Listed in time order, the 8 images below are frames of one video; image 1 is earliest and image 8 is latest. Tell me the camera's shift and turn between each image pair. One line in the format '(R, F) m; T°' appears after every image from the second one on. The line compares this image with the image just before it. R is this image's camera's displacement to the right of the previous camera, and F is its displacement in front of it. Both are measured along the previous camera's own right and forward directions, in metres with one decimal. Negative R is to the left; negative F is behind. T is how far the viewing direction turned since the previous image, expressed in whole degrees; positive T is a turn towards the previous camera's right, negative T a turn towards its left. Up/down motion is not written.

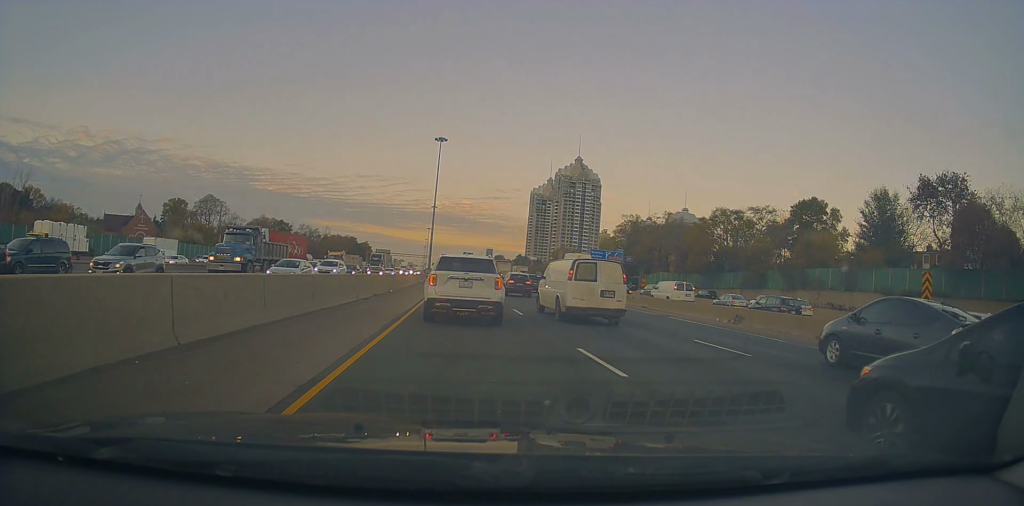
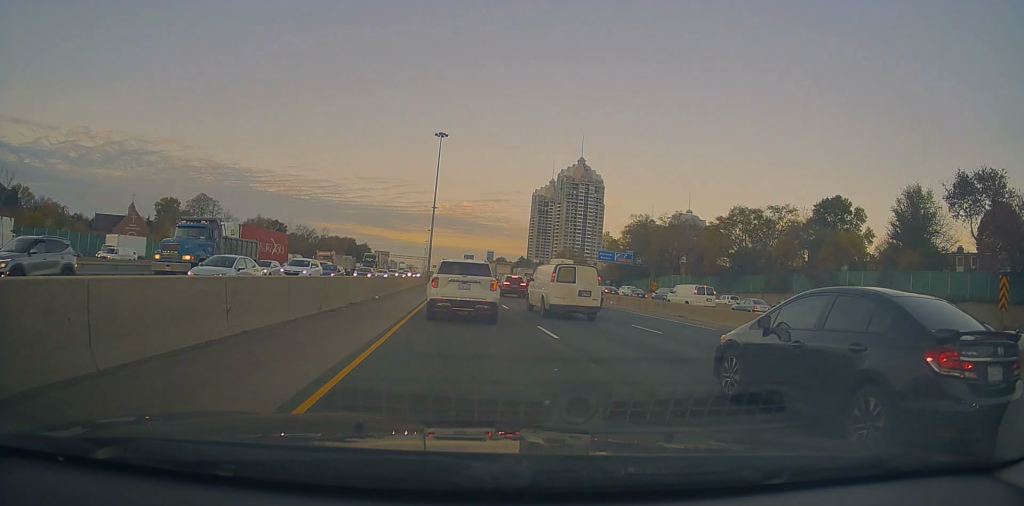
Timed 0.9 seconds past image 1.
(-0.2, +6.7) m; -1°
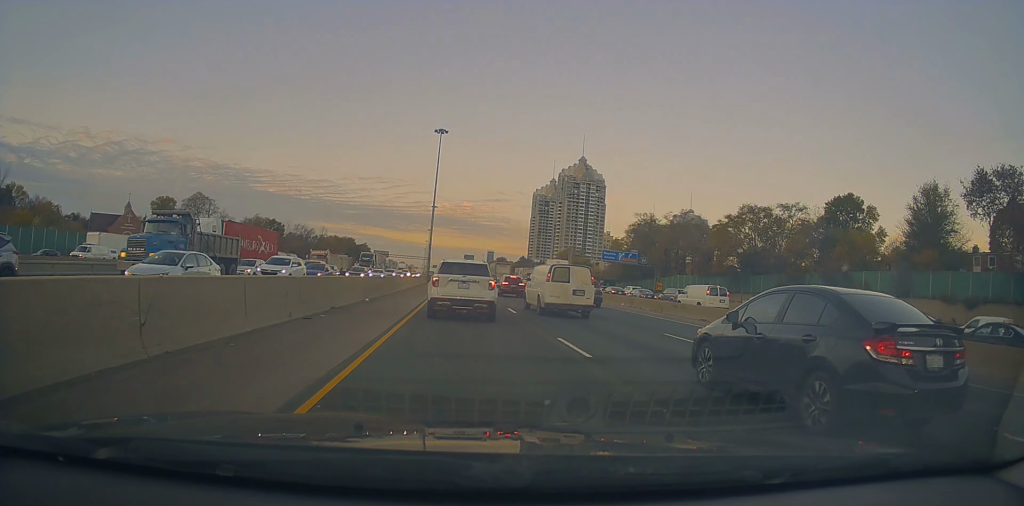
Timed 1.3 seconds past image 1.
(0.0, +3.3) m; +2°
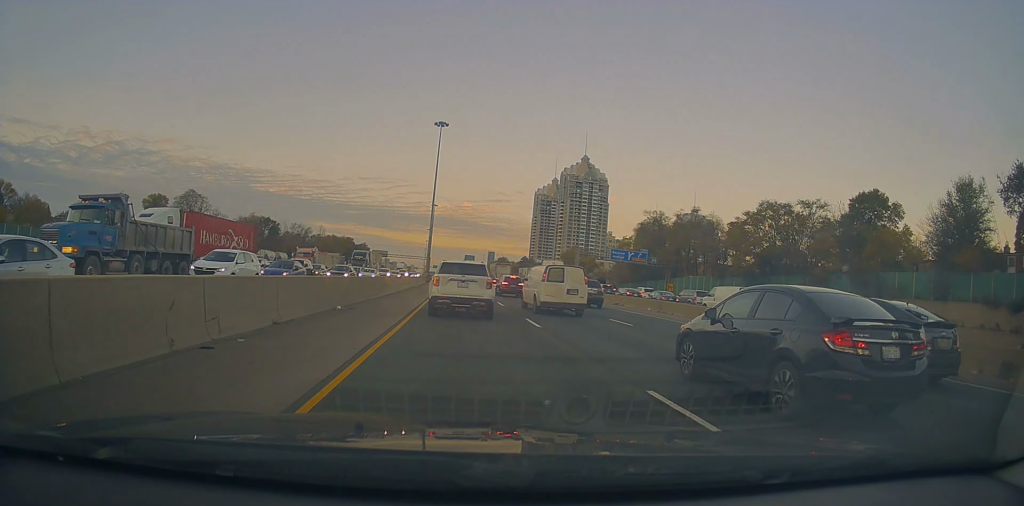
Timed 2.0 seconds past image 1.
(0.0, +5.9) m; +3°
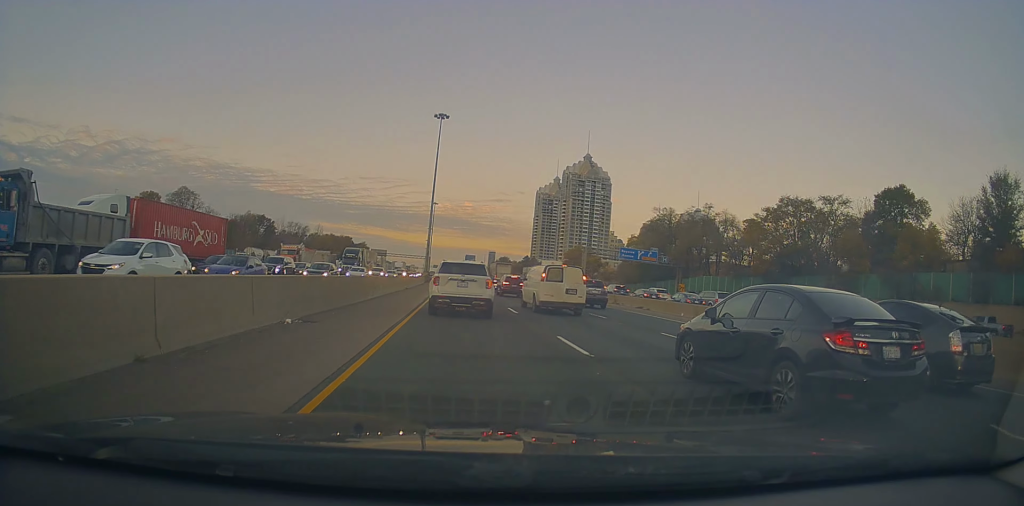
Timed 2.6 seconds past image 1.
(+0.3, +5.7) m; +1°
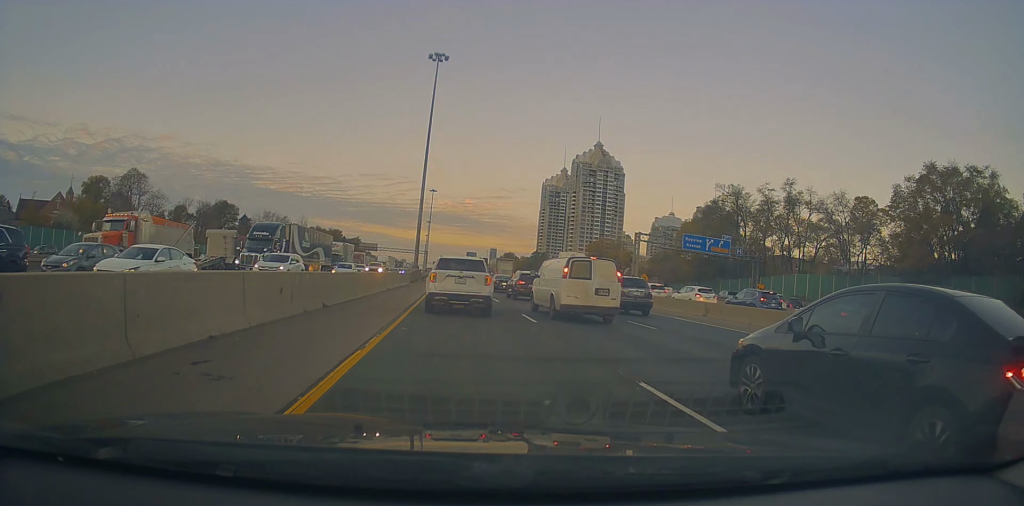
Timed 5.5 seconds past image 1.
(-2.0, +29.6) m; -1°
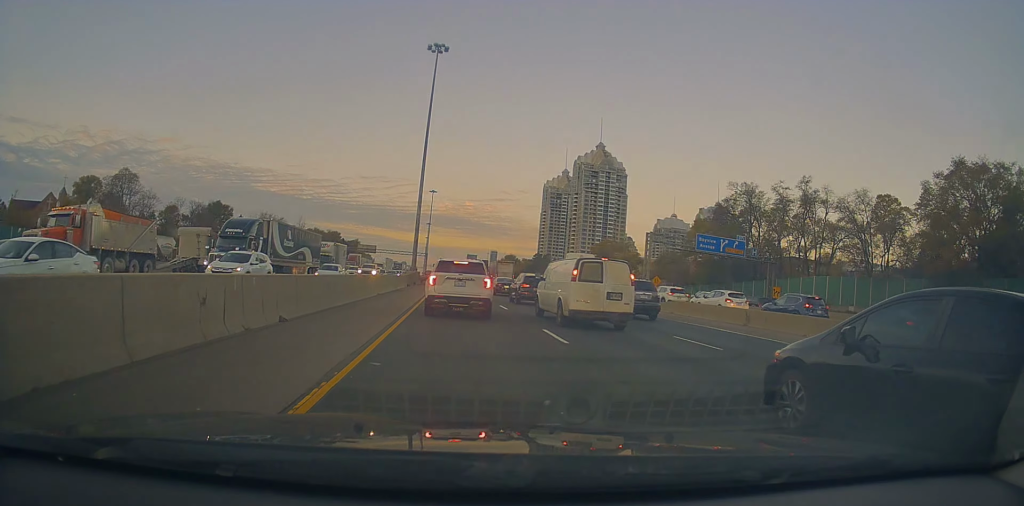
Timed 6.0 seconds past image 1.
(0.0, +4.5) m; +2°
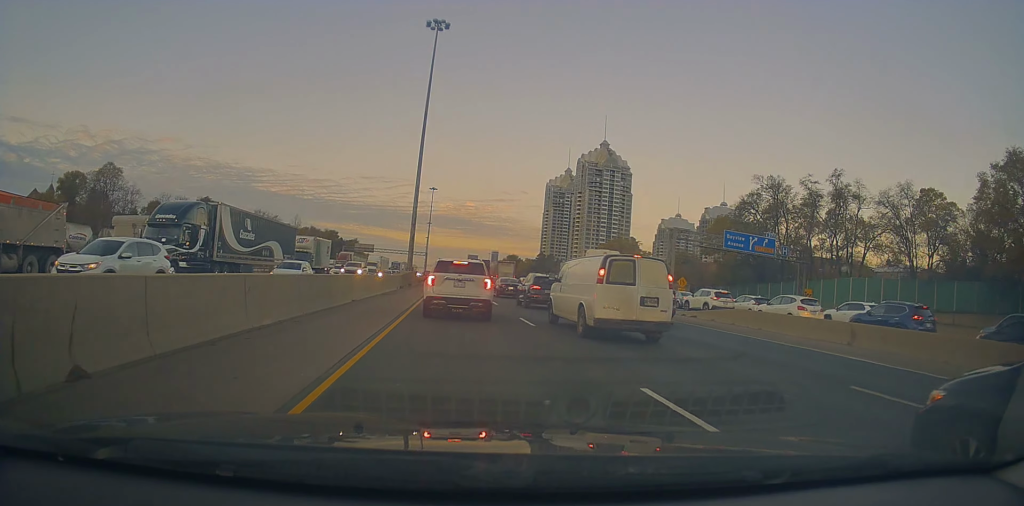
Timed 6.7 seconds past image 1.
(+0.4, +7.7) m; -2°
